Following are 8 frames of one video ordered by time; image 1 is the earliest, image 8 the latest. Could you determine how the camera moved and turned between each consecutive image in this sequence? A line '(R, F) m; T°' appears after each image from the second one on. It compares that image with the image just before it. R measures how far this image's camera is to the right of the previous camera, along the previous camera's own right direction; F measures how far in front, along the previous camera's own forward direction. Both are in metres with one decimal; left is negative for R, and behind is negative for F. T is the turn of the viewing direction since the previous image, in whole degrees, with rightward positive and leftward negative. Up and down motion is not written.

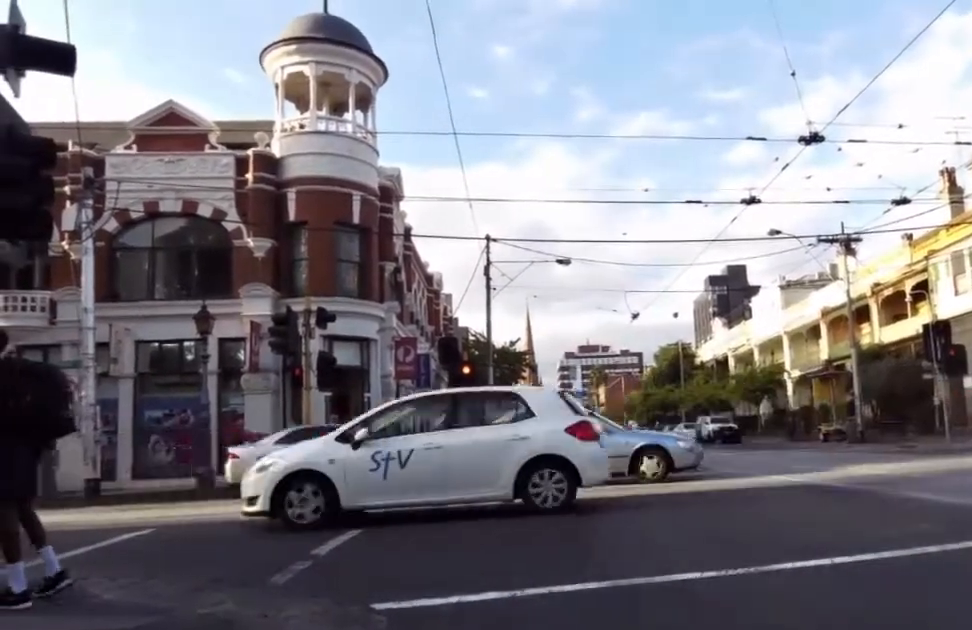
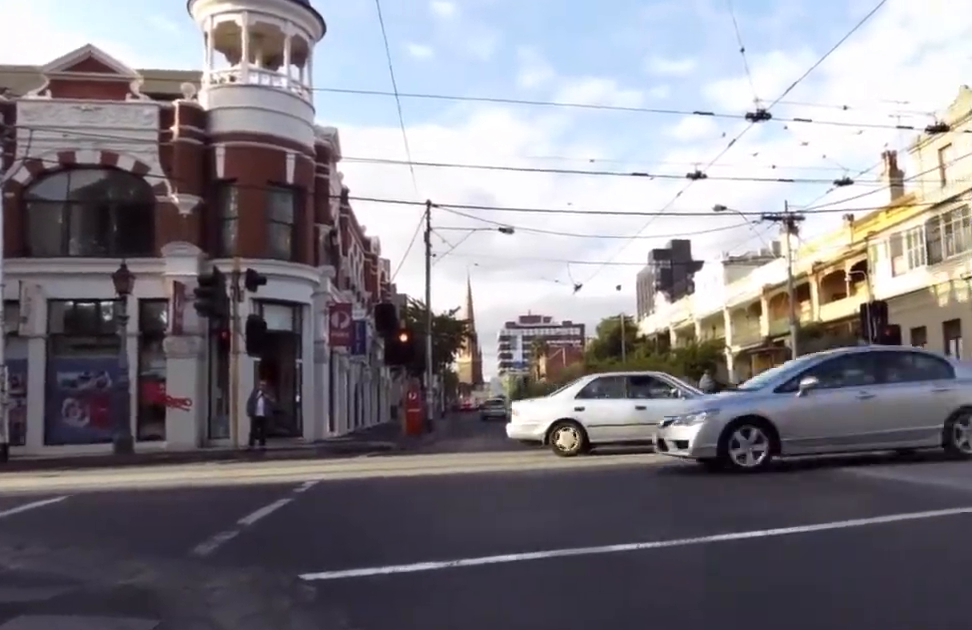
(0.0, 0.0) m; 0°
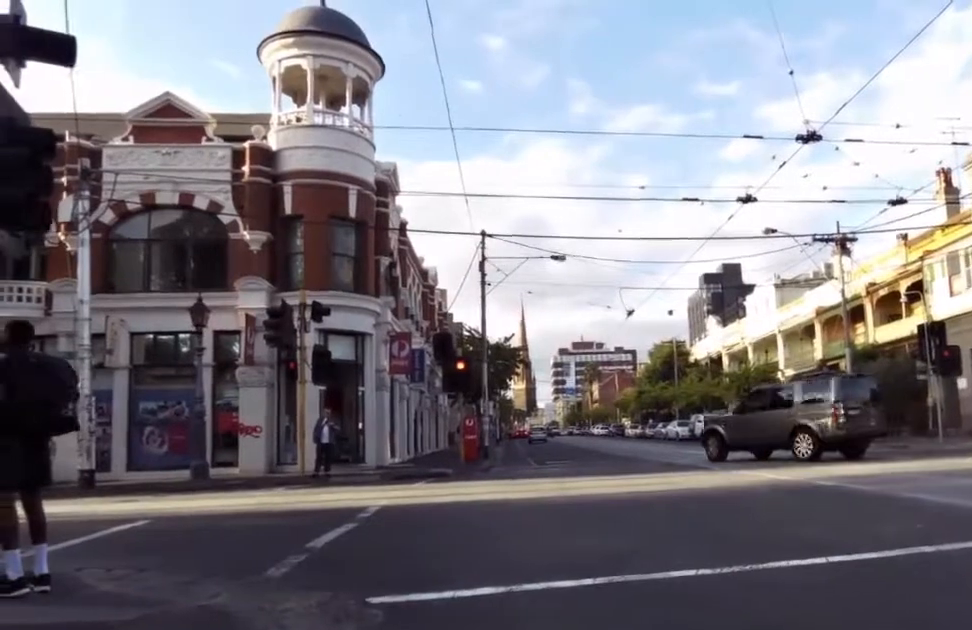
(0.0, 0.0) m; 0°
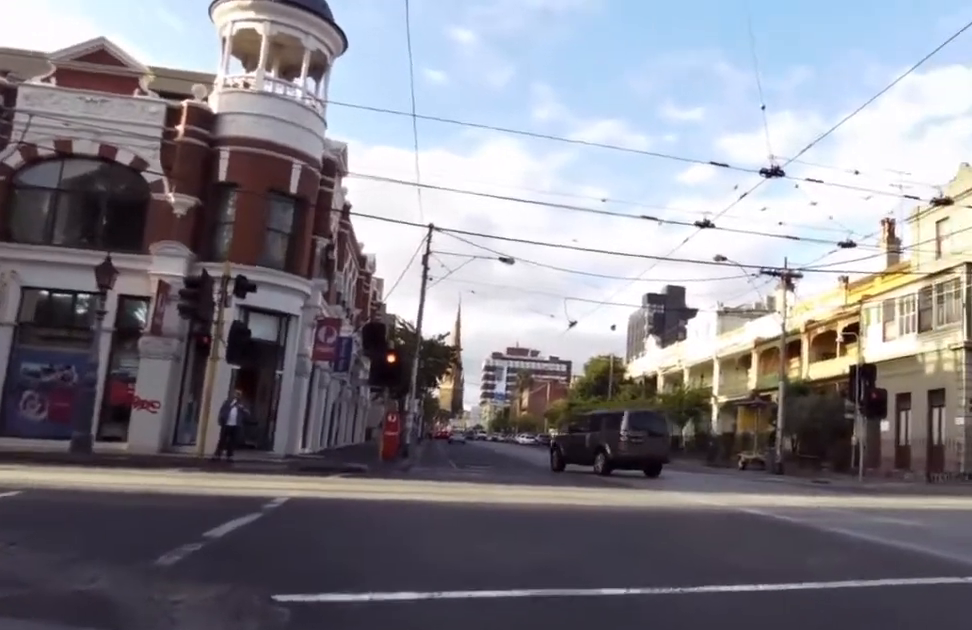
(0.0, 0.0) m; 0°
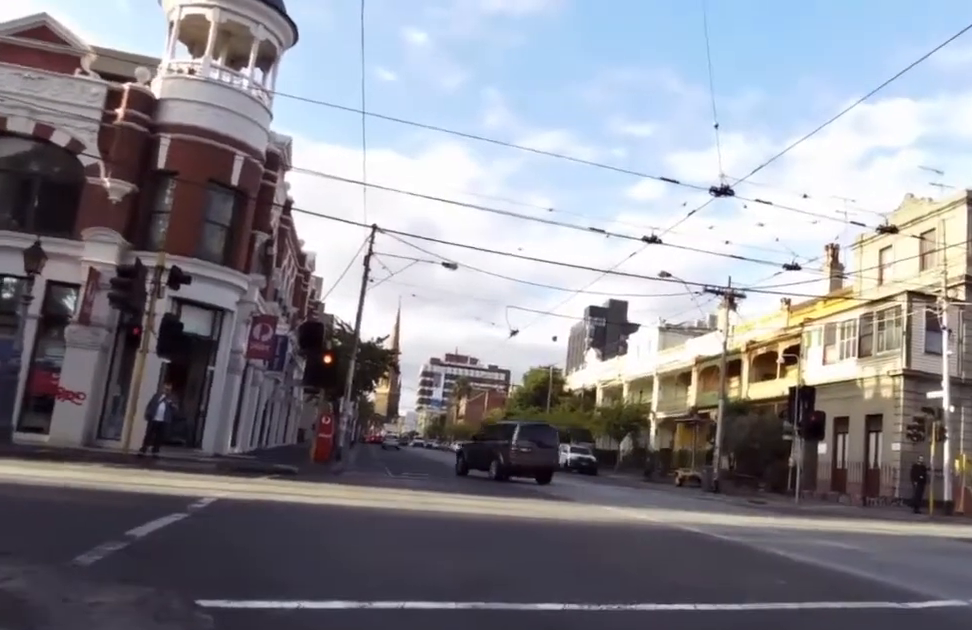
(0.0, 0.0) m; 0°
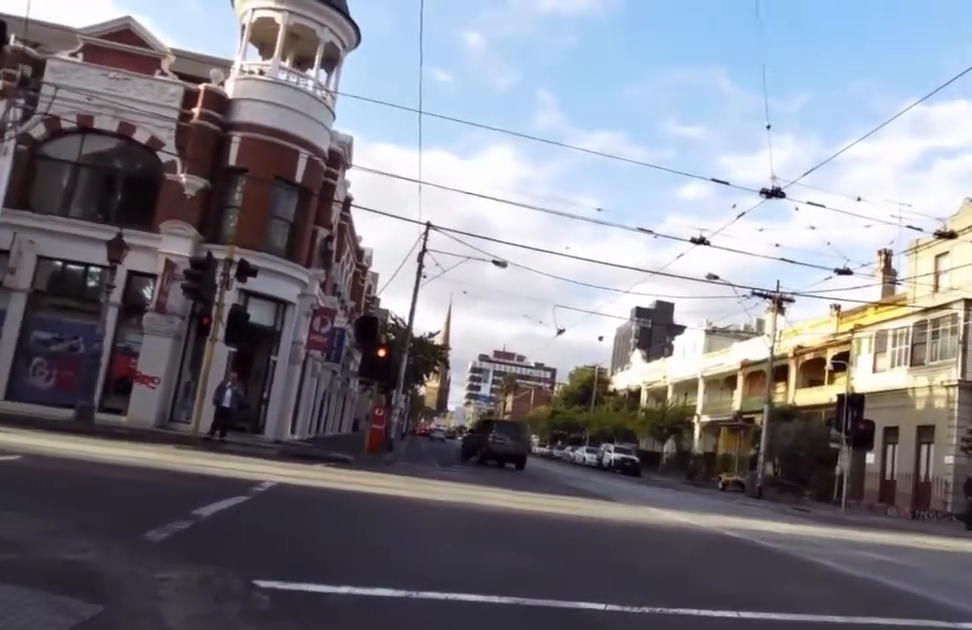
(0.0, 0.0) m; 0°
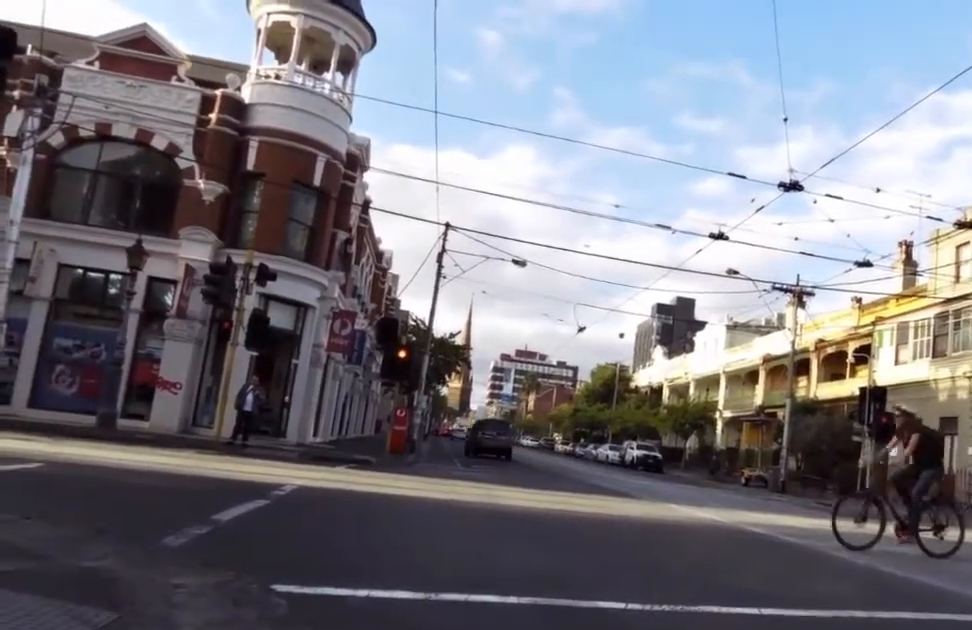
(0.0, 0.0) m; 0°
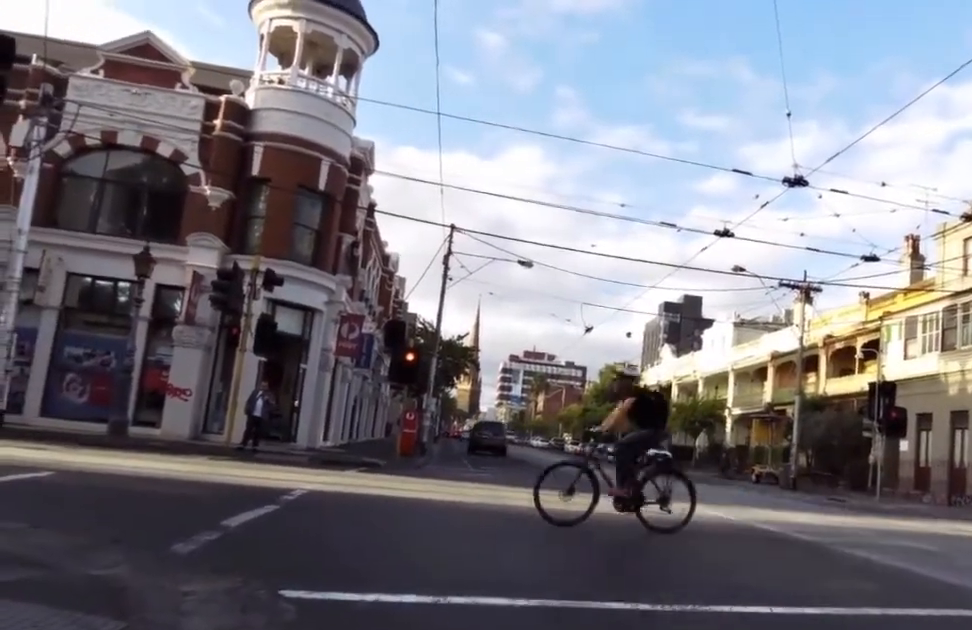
(0.0, 0.0) m; 0°
